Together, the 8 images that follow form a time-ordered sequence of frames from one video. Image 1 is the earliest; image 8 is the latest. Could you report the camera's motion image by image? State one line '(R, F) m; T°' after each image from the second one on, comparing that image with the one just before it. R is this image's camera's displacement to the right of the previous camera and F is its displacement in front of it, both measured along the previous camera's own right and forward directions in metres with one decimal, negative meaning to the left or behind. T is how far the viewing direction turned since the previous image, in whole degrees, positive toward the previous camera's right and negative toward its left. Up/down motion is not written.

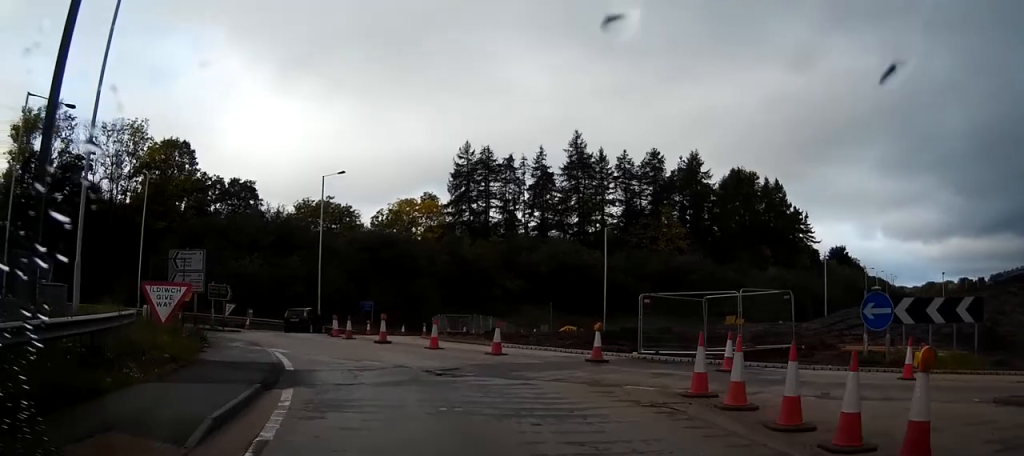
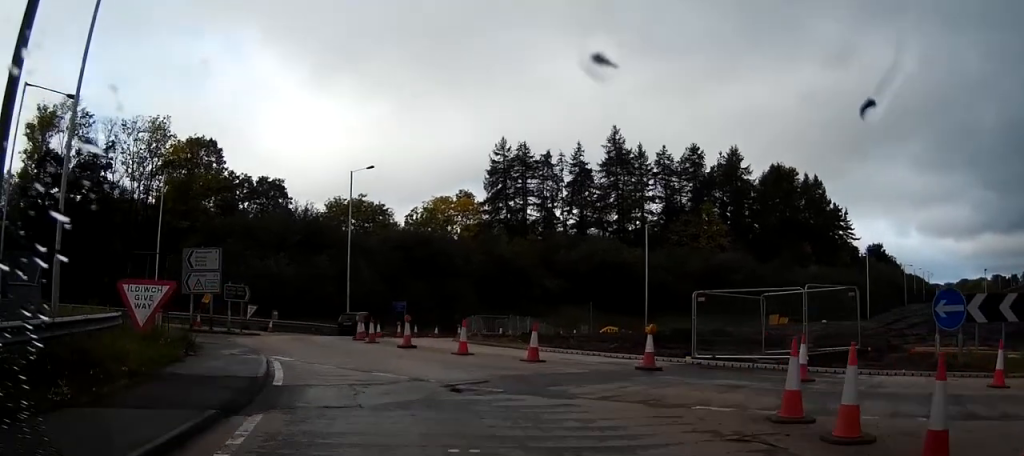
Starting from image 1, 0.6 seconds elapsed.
(-0.1, +2.4) m; -5°
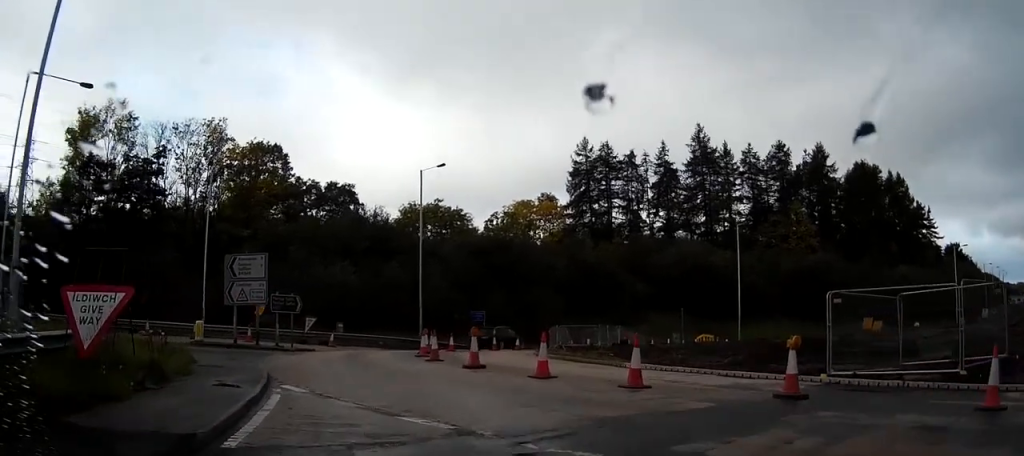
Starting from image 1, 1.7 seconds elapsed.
(-0.3, +4.0) m; -8°
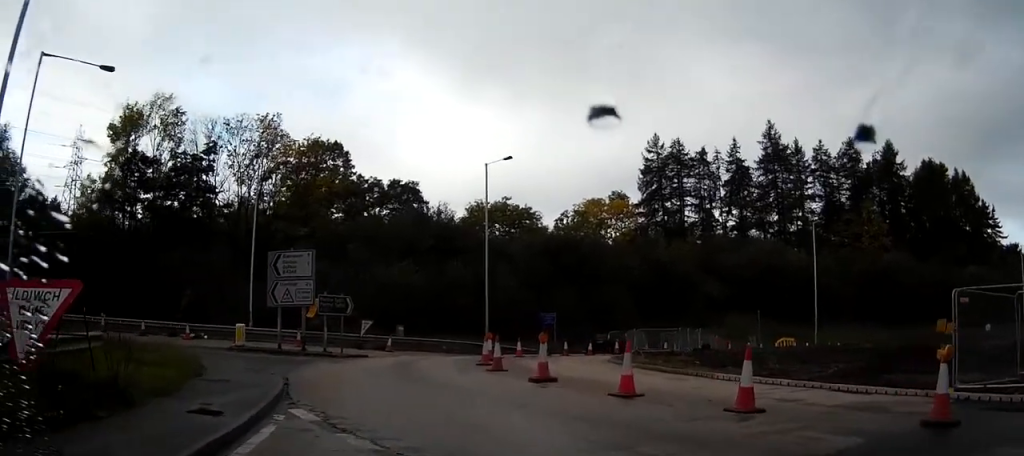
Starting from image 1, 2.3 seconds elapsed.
(-0.1, +2.6) m; -5°
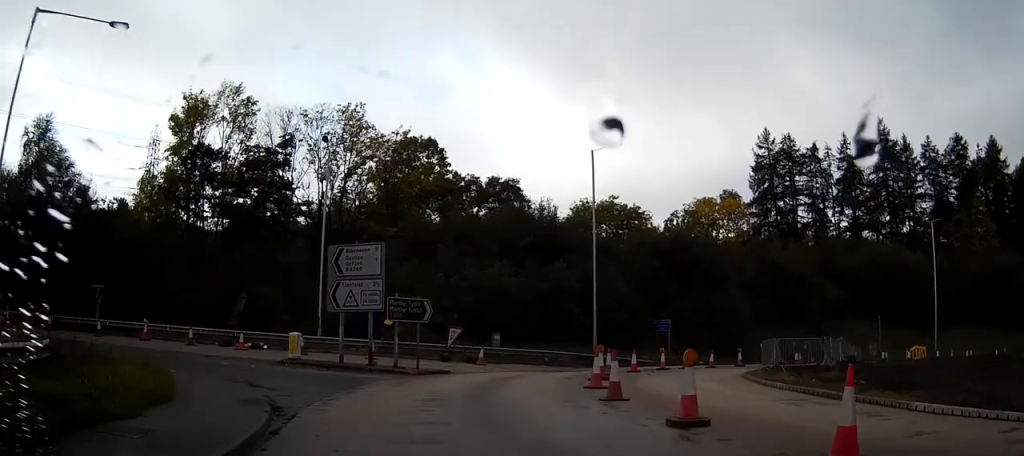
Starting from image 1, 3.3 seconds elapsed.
(-0.3, +4.9) m; -4°
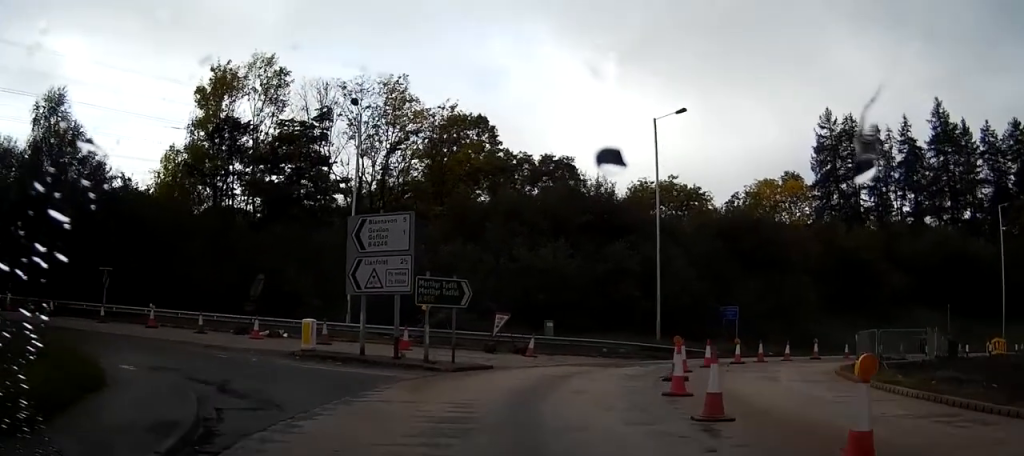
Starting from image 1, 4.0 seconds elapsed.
(0.0, +3.9) m; 0°
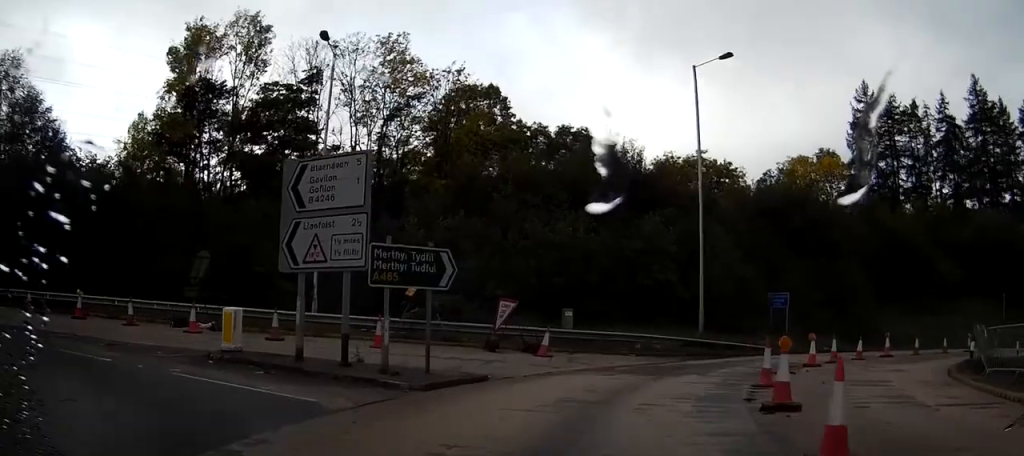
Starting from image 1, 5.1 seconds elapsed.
(+0.1, +6.7) m; +4°
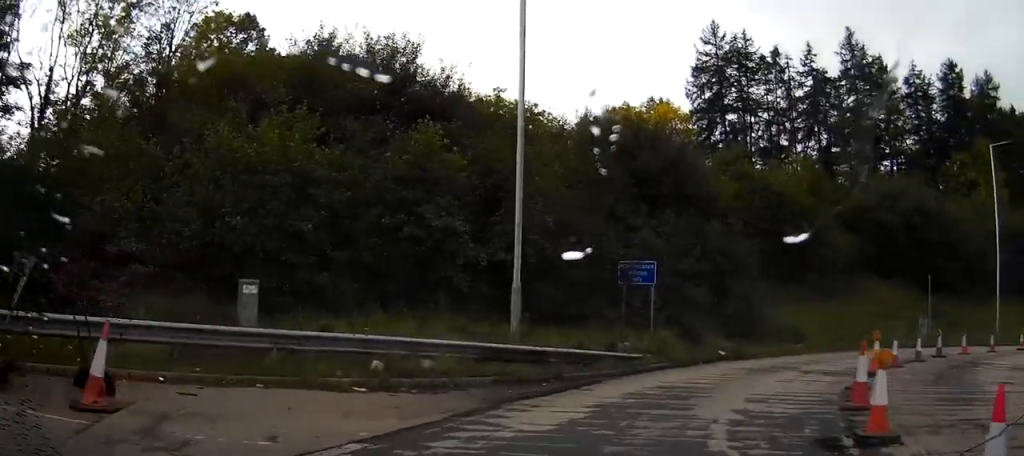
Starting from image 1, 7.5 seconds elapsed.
(+2.3, +14.1) m; +23°
